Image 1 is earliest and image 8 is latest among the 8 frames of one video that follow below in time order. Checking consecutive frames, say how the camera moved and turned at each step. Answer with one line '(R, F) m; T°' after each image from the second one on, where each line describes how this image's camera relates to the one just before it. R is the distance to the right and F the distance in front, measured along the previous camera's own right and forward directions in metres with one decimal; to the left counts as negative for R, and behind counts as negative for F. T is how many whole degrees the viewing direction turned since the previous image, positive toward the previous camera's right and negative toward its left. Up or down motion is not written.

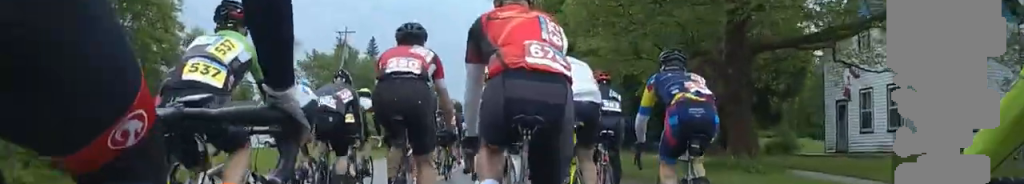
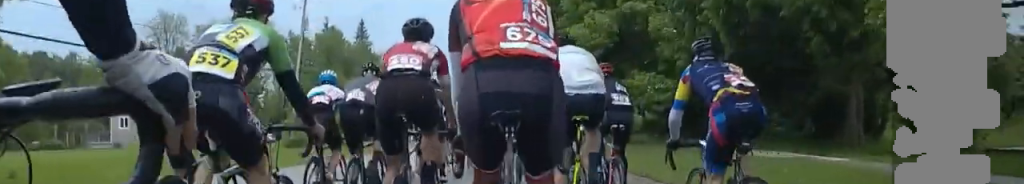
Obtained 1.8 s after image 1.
(+0.4, +13.0) m; +1°
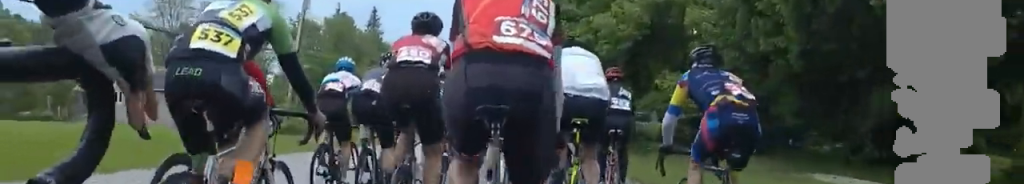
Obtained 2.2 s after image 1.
(-0.5, +3.3) m; 0°
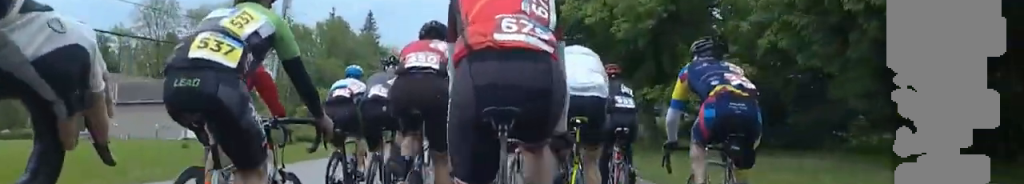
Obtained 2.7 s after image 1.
(-0.3, +3.8) m; 0°
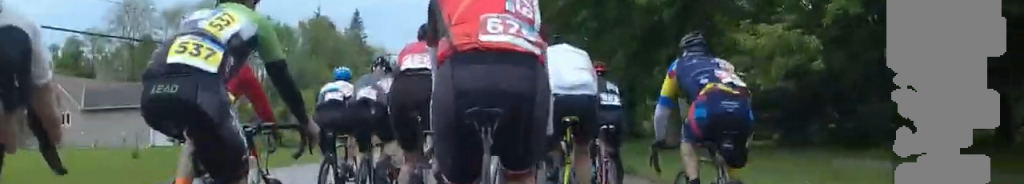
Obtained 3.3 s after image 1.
(+0.6, +4.5) m; 0°
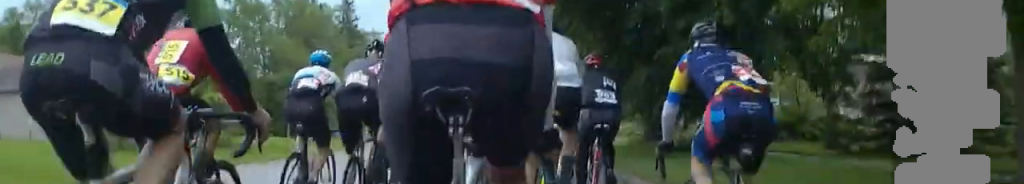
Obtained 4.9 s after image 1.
(-0.4, +12.9) m; 0°
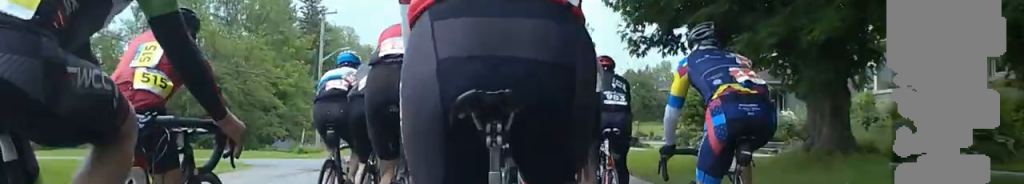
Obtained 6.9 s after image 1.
(-0.2, +14.4) m; -1°
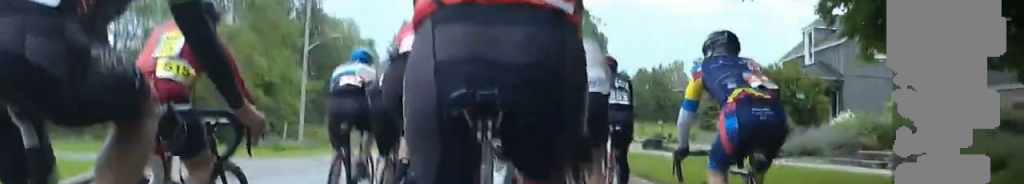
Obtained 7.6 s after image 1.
(+0.6, +5.4) m; +1°
